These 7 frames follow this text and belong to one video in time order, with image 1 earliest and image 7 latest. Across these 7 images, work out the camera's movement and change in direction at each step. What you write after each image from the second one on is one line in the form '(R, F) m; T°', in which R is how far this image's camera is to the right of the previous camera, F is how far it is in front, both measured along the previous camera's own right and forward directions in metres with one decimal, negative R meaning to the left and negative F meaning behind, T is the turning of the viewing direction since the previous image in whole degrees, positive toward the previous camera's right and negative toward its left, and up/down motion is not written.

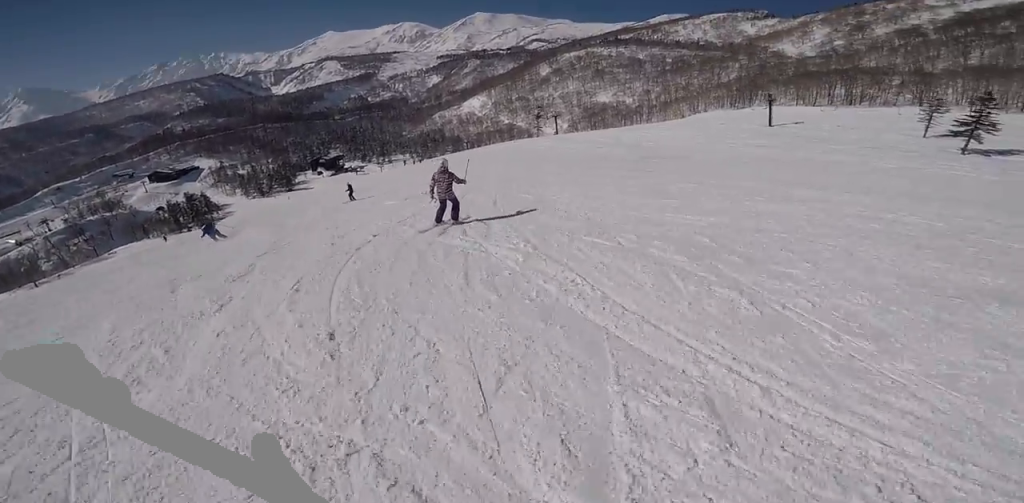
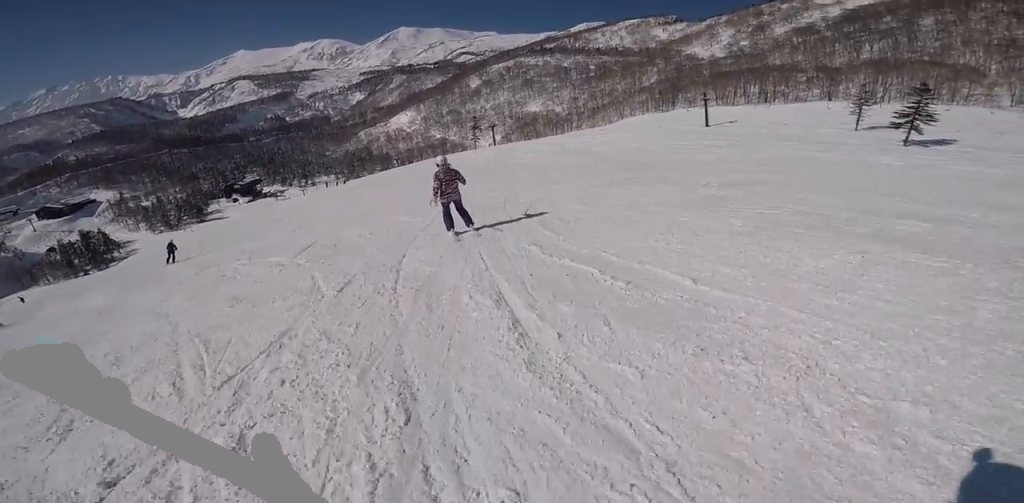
(+2.7, +6.3) m; +3°
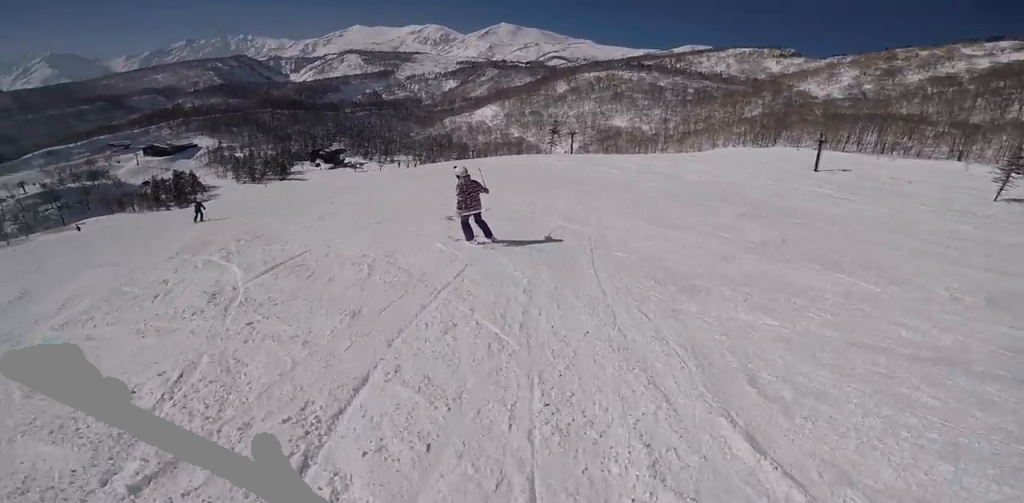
(-1.5, +3.8) m; -15°
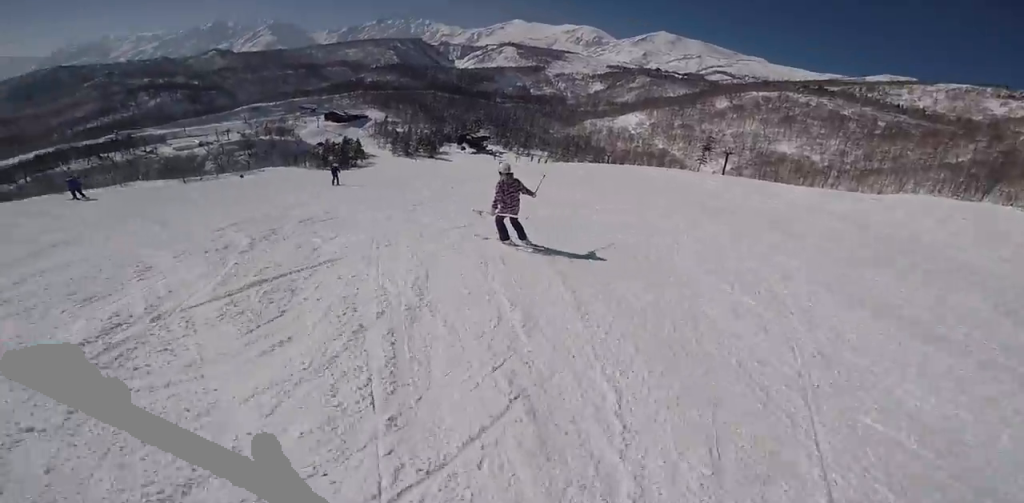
(-0.5, +3.4) m; -12°
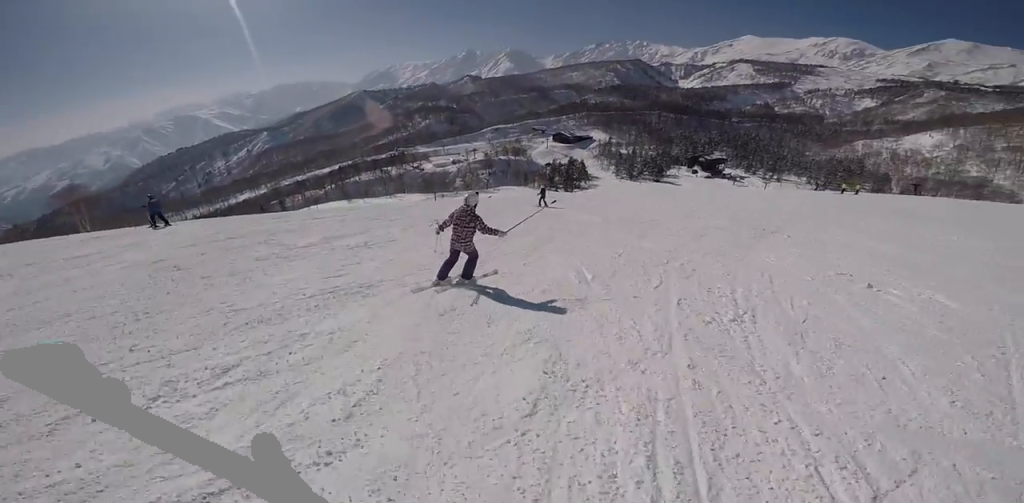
(-4.0, +12.8) m; -21°
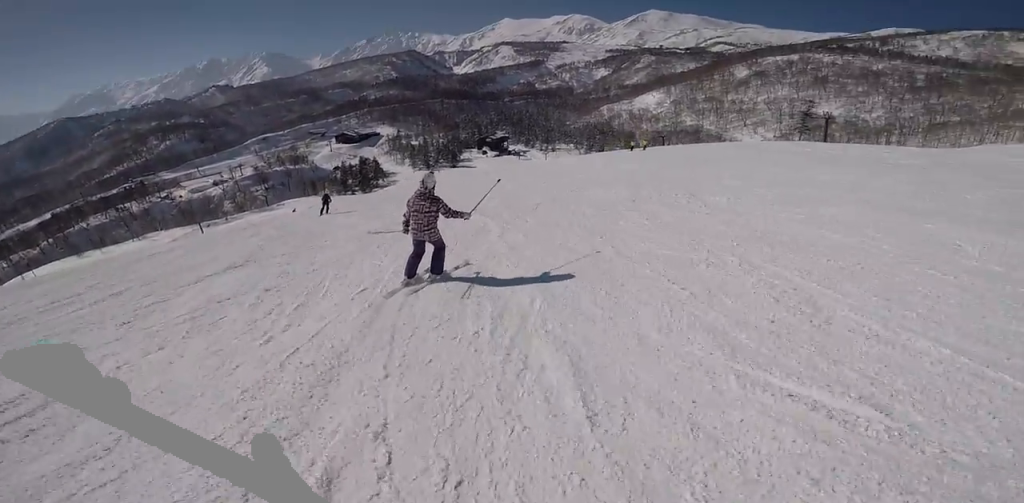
(+0.2, +5.1) m; +13°
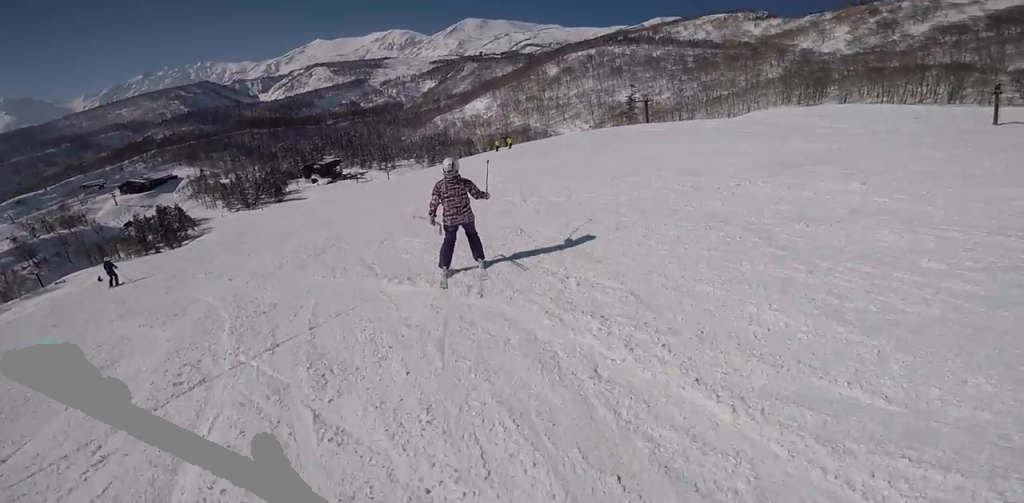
(+1.6, +6.7) m; +21°
